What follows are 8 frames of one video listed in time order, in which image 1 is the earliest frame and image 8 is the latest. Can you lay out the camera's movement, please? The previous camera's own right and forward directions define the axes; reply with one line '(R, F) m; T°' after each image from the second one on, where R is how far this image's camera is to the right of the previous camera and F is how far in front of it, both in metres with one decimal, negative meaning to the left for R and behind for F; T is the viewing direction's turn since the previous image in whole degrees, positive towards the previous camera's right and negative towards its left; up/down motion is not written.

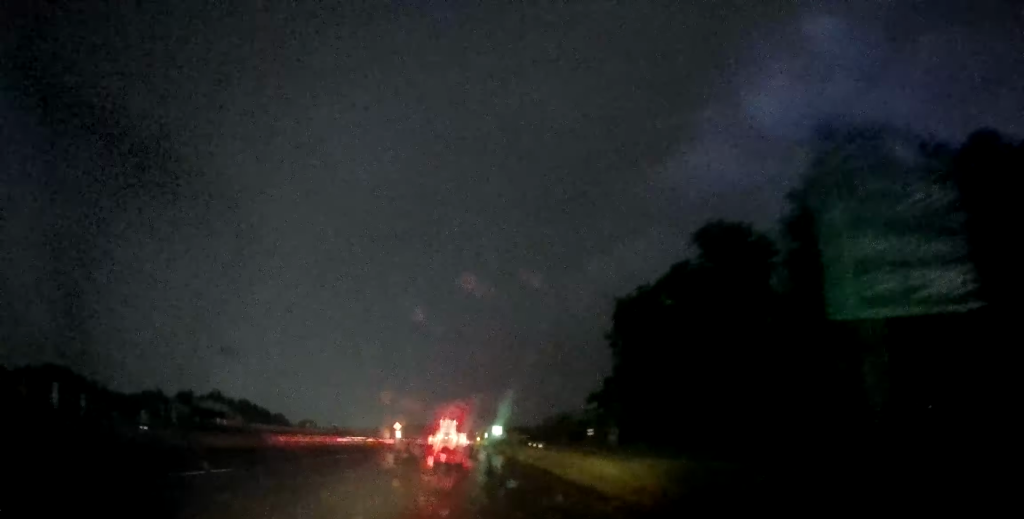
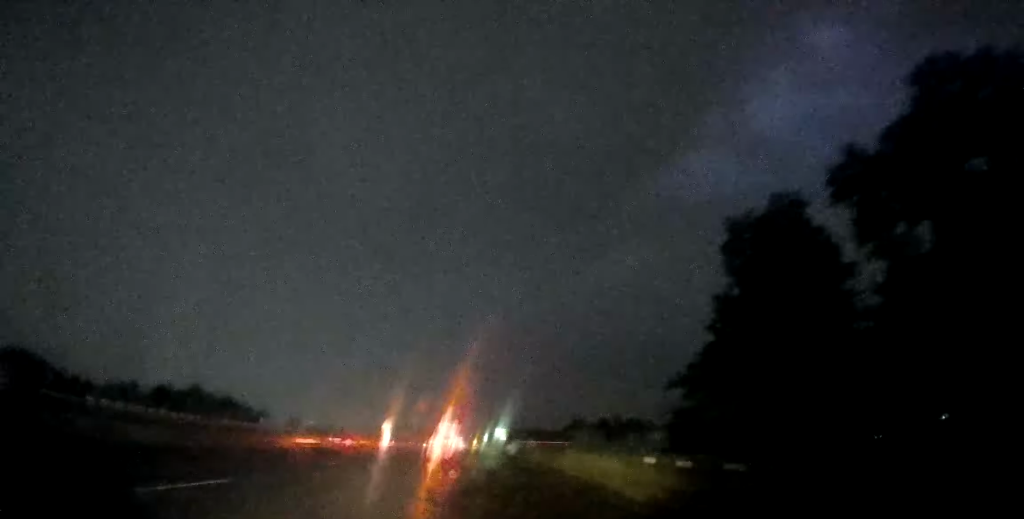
(+0.1, +15.3) m; 0°
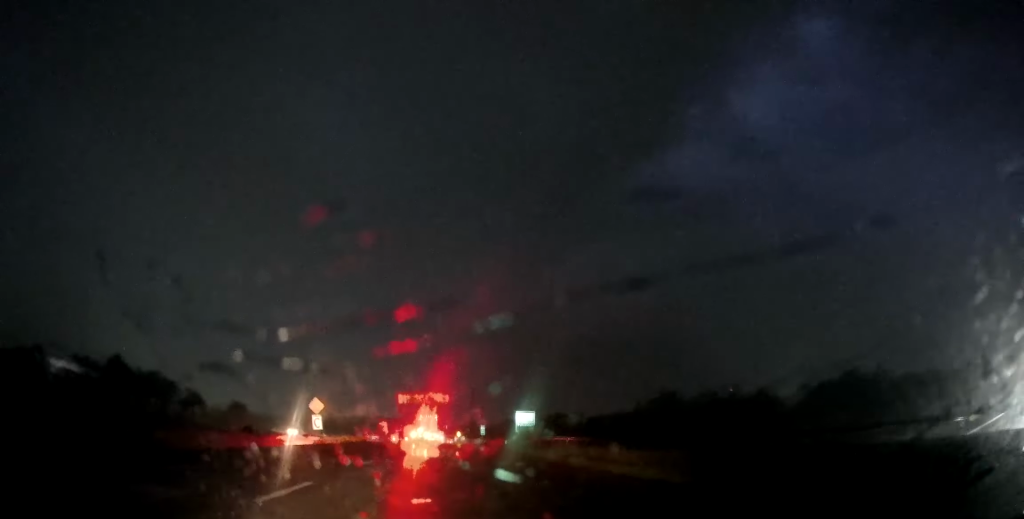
(0.0, +45.9) m; +1°
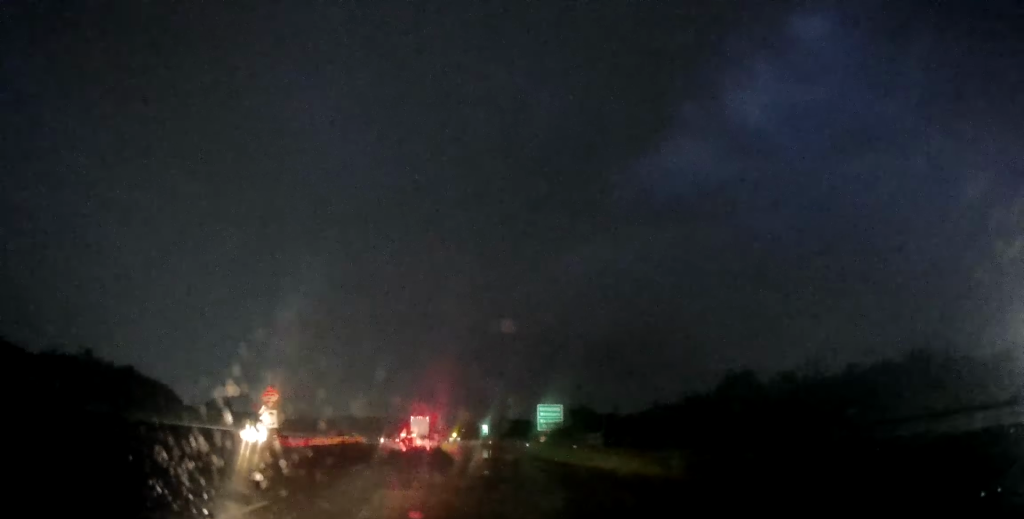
(+0.1, +14.3) m; +1°
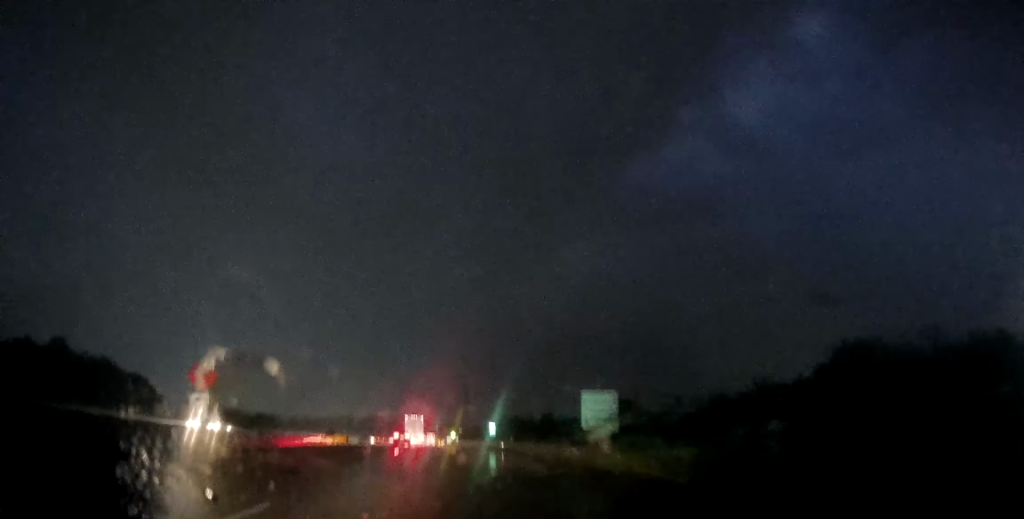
(+0.1, +13.1) m; +1°
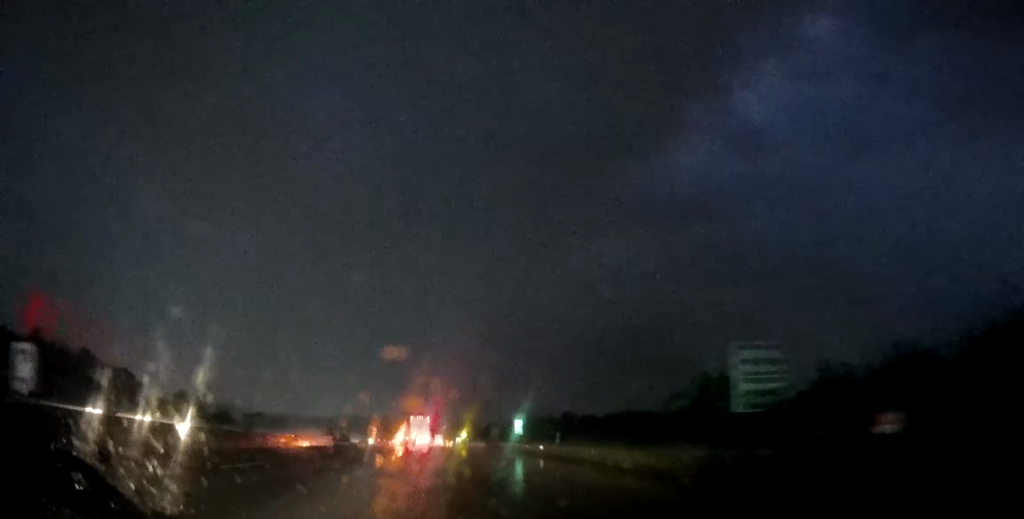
(+0.1, +14.8) m; +1°
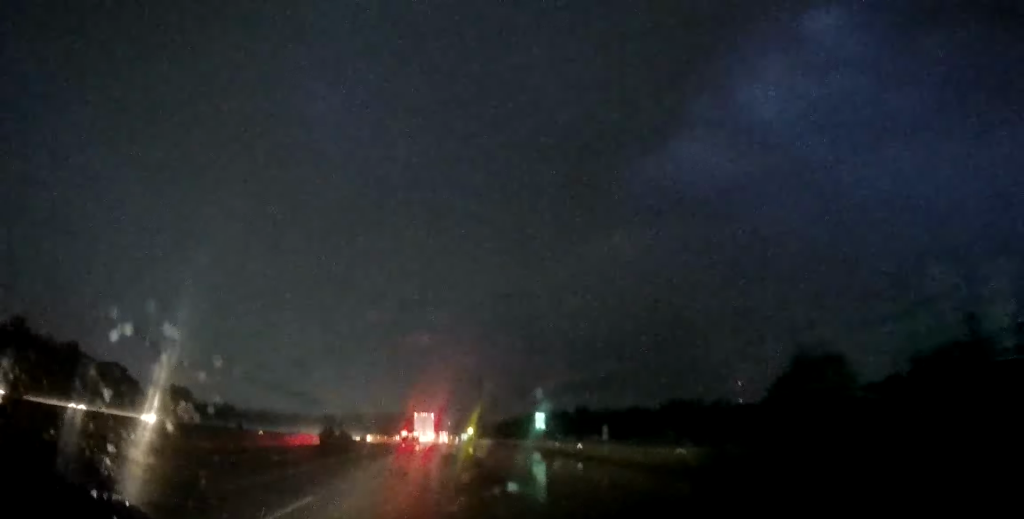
(0.0, +9.1) m; 0°
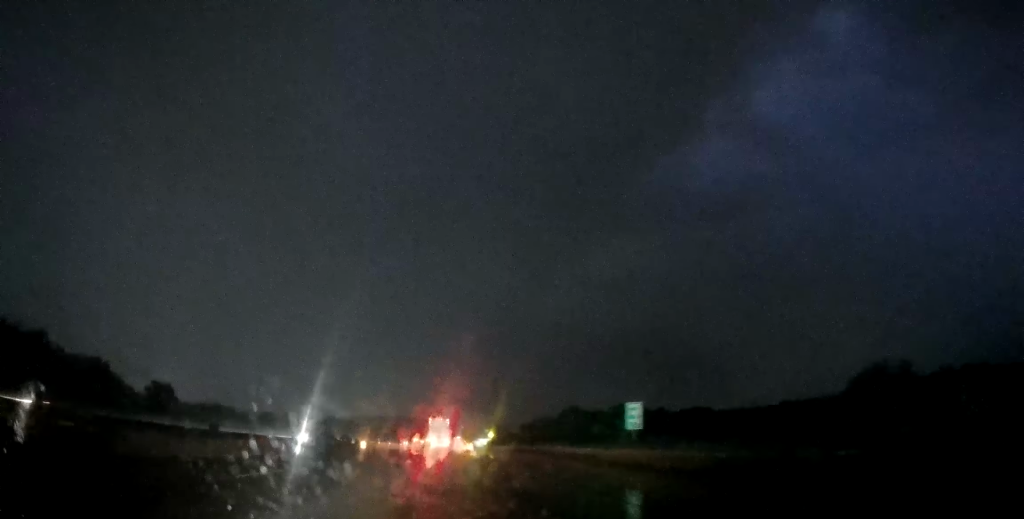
(+0.3, +18.2) m; 0°
